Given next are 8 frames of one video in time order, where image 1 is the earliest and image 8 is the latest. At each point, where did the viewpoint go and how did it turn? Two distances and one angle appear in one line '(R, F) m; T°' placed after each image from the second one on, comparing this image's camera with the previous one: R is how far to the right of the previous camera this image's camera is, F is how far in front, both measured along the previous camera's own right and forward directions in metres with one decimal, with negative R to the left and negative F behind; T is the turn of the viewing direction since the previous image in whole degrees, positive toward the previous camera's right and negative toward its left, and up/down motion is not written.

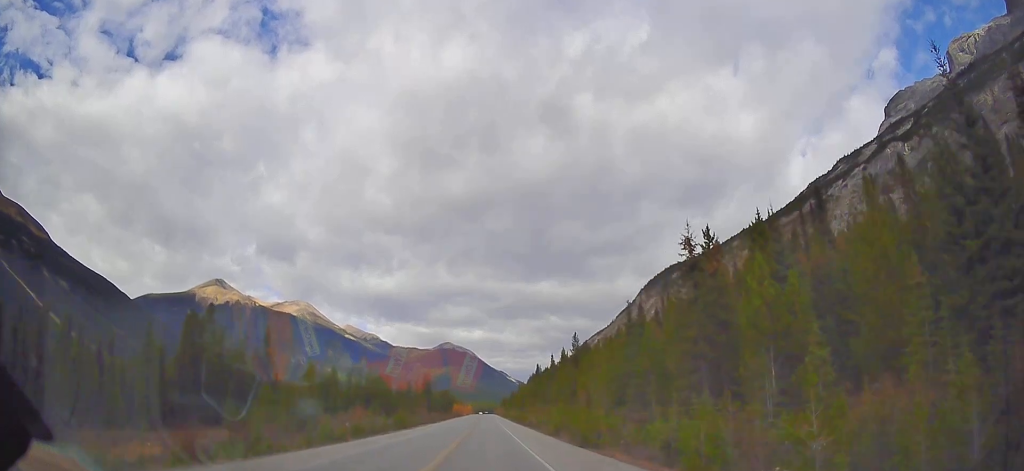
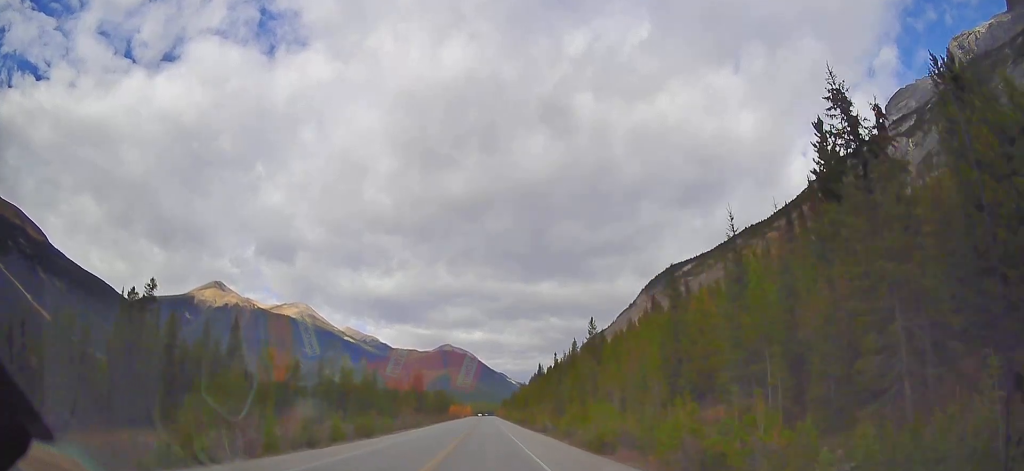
(+0.1, +17.2) m; 0°
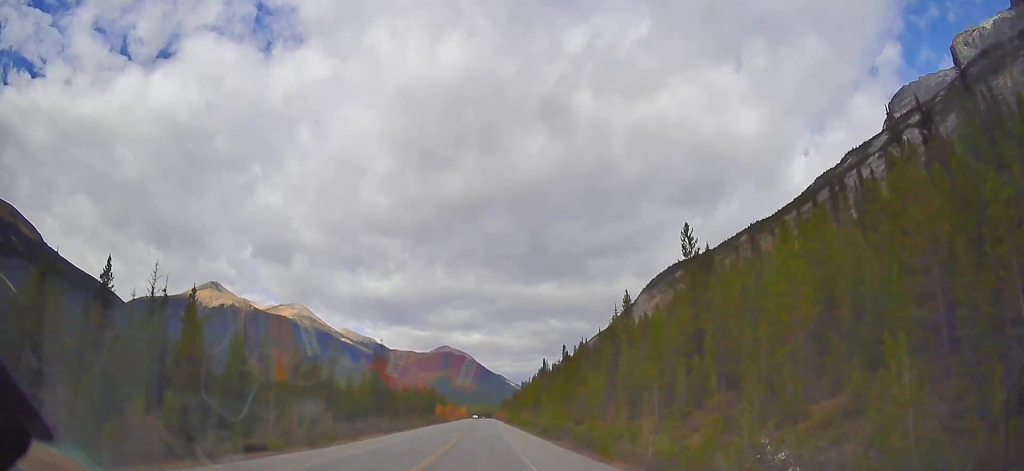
(+0.2, +42.4) m; 0°
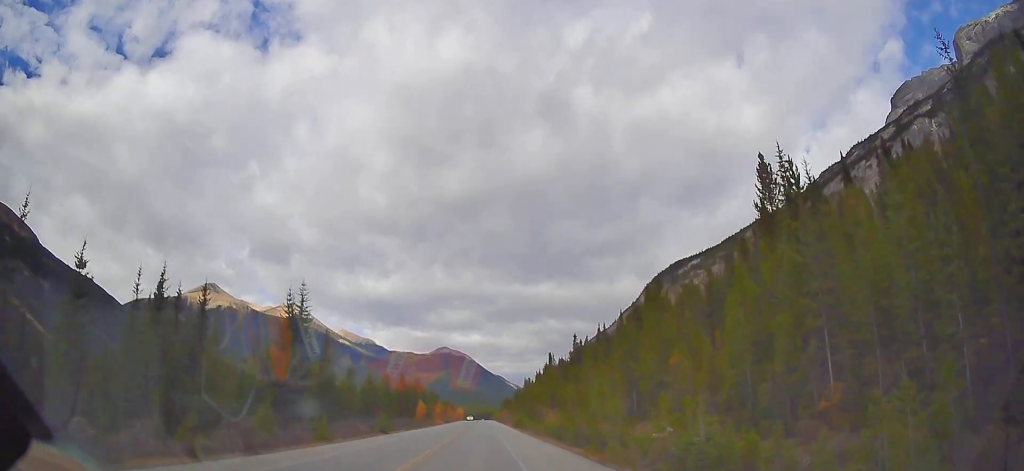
(-0.4, +36.1) m; 0°
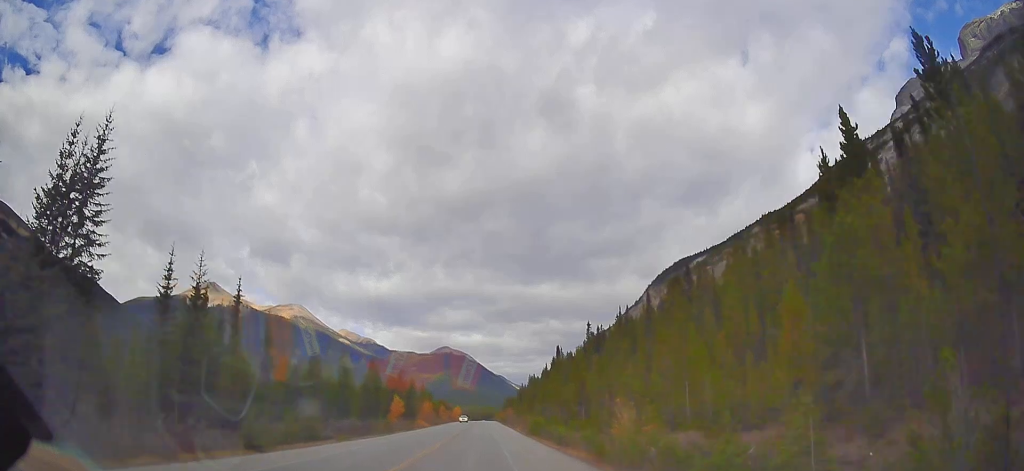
(+0.1, +28.7) m; 0°
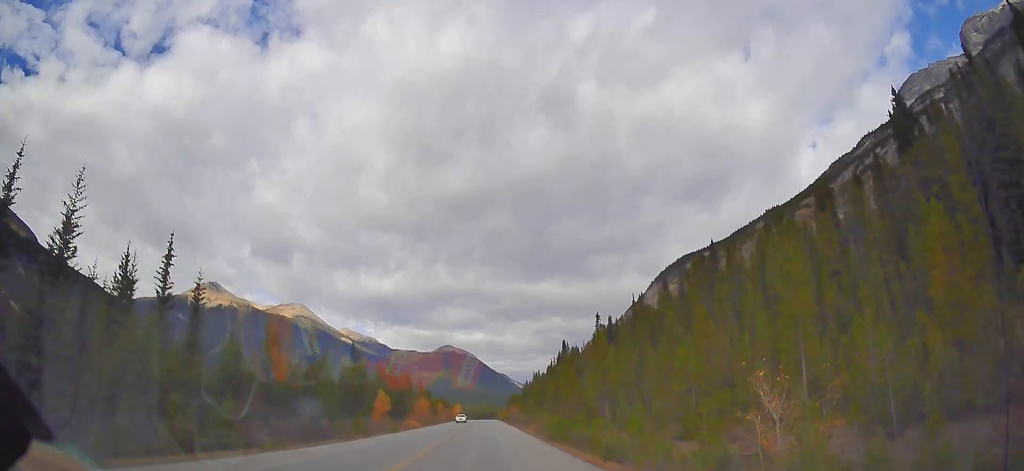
(-0.2, +13.6) m; 0°
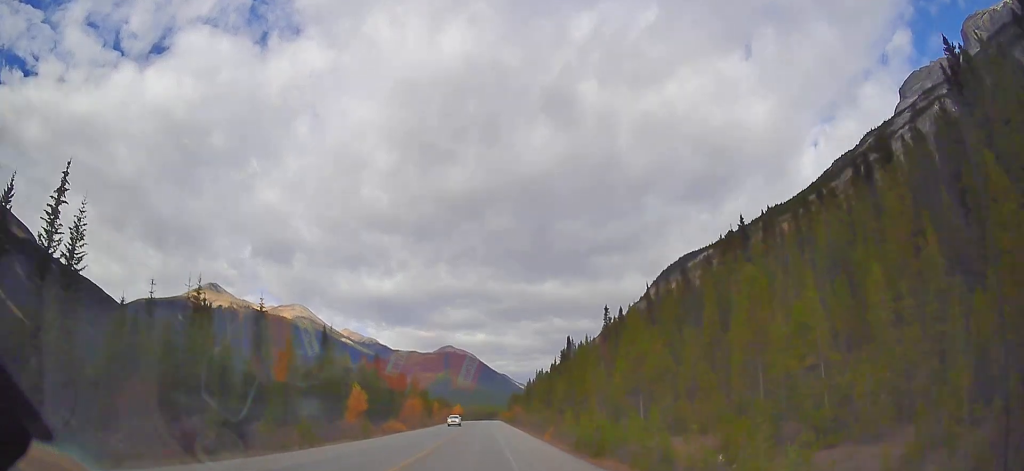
(+0.2, +12.7) m; 0°
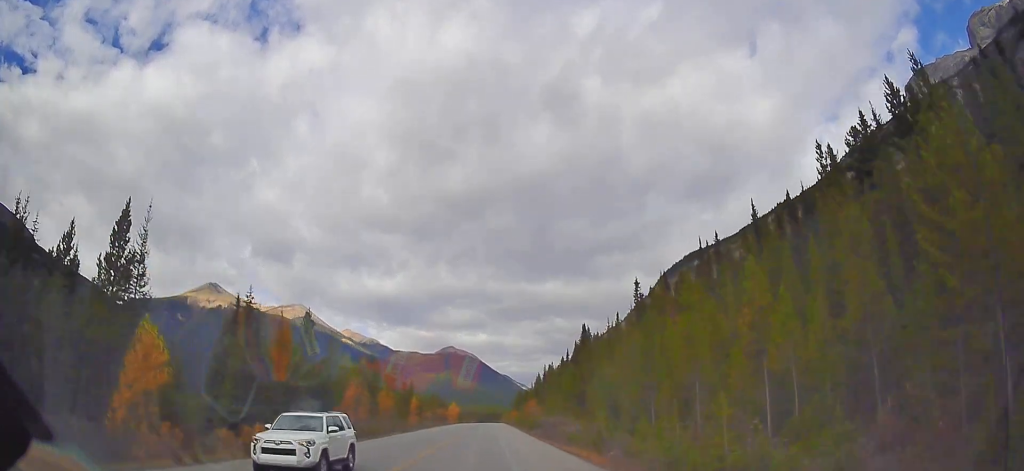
(-0.1, +34.8) m; 0°
